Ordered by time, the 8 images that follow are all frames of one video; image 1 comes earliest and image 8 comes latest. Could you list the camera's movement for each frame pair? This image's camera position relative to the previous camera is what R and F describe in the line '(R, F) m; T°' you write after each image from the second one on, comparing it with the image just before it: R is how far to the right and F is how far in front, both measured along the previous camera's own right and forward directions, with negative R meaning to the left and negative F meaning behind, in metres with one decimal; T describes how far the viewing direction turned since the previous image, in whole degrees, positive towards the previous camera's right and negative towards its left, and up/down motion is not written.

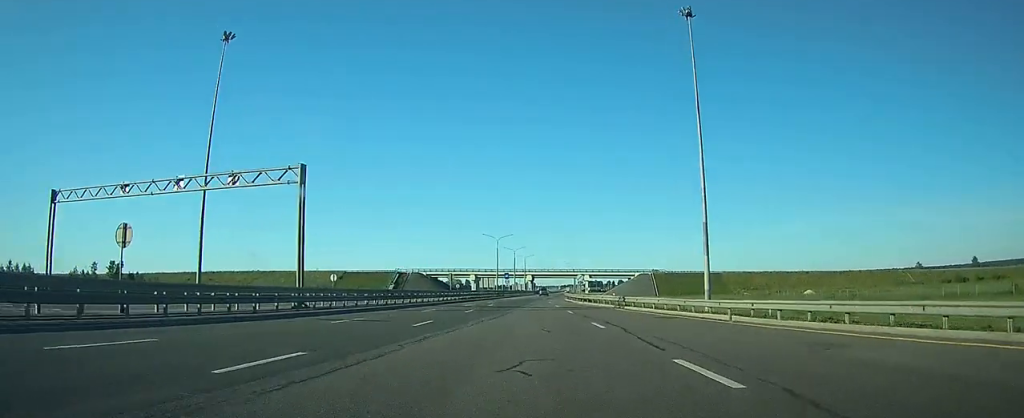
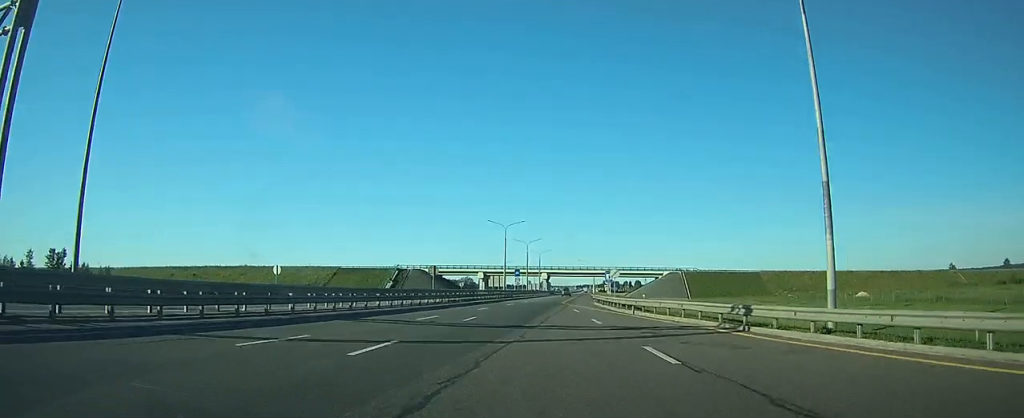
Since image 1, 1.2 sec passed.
(-0.2, +20.4) m; -1°
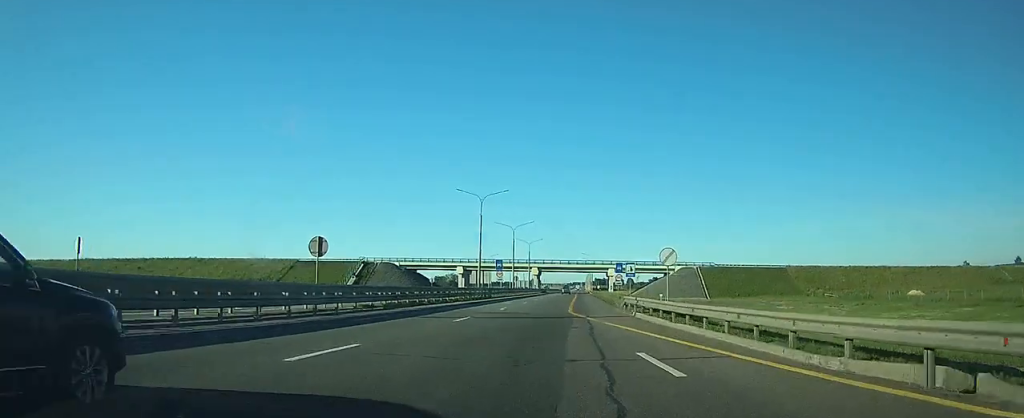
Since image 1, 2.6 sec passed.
(-0.2, +25.0) m; -1°
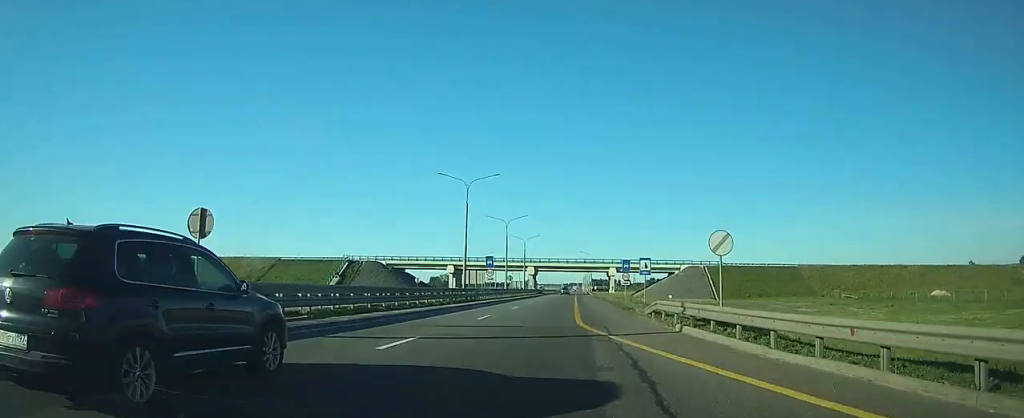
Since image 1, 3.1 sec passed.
(0.0, +9.2) m; 0°
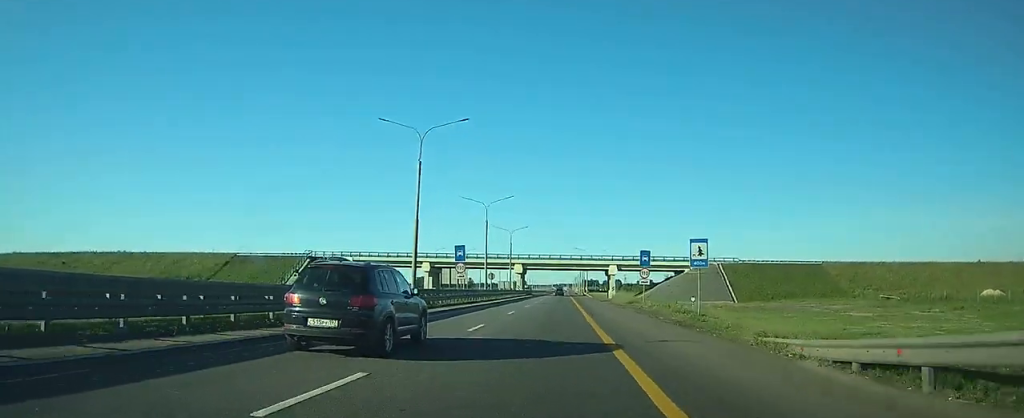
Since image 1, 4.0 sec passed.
(+0.1, +17.6) m; +1°
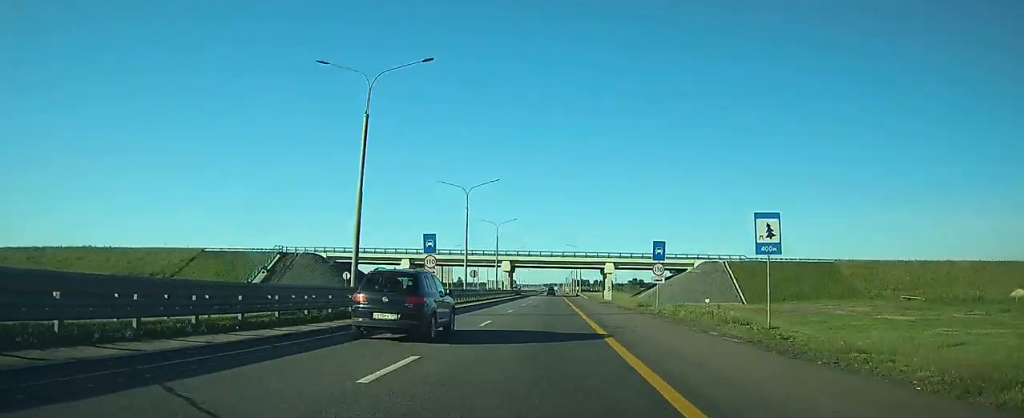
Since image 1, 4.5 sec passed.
(0.0, +9.6) m; 0°
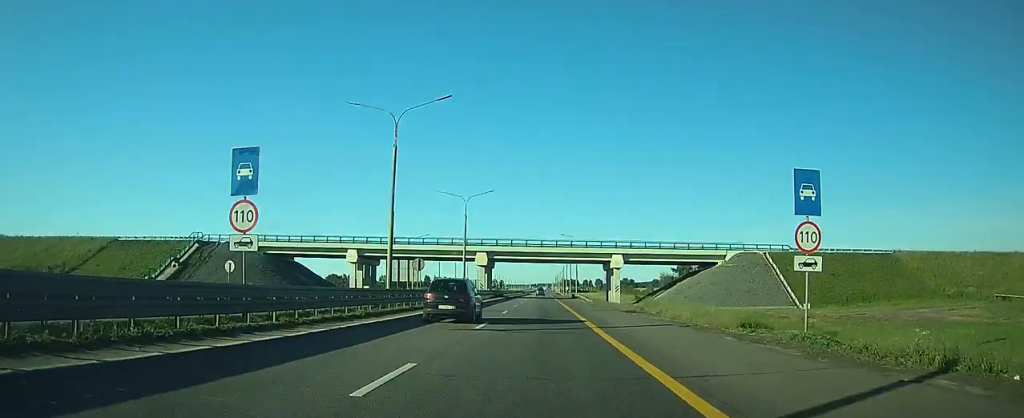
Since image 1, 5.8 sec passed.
(+0.2, +24.4) m; +1°
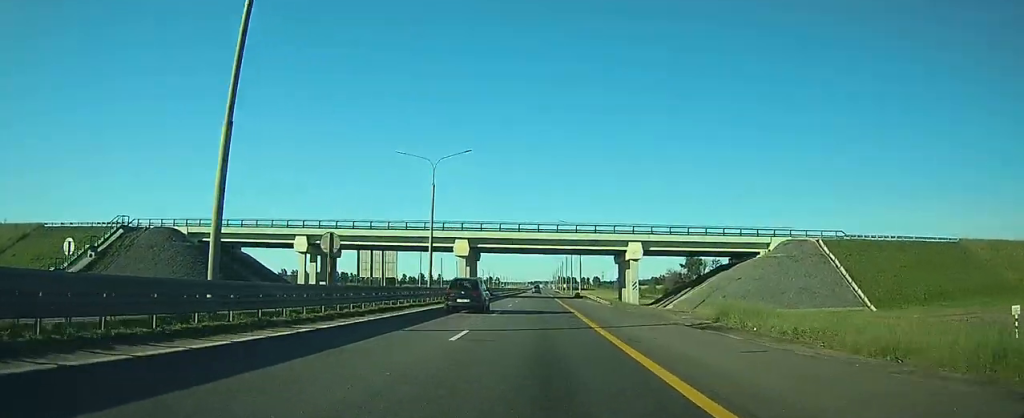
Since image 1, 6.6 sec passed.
(+0.1, +17.1) m; +1°
